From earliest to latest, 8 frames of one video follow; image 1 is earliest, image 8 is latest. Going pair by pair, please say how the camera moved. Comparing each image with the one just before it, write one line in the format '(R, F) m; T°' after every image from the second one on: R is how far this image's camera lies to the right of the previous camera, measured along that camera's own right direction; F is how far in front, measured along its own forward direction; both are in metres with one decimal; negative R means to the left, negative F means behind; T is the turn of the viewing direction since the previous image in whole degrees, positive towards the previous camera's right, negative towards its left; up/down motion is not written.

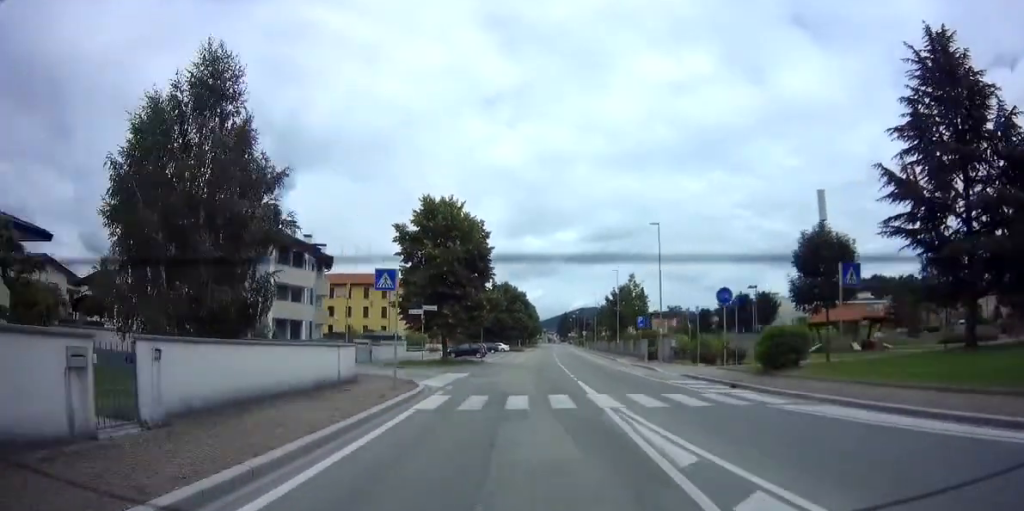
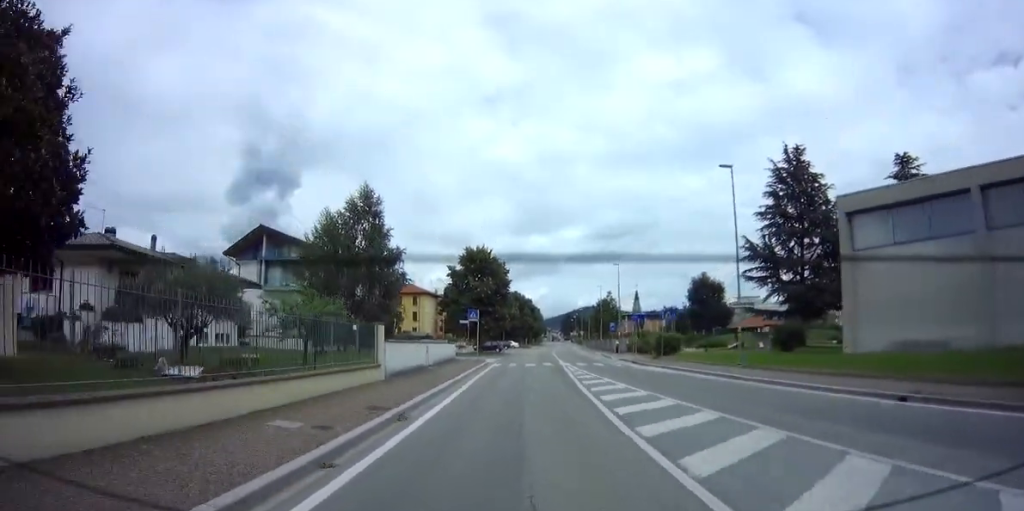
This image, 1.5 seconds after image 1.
(0.0, +20.1) m; 0°
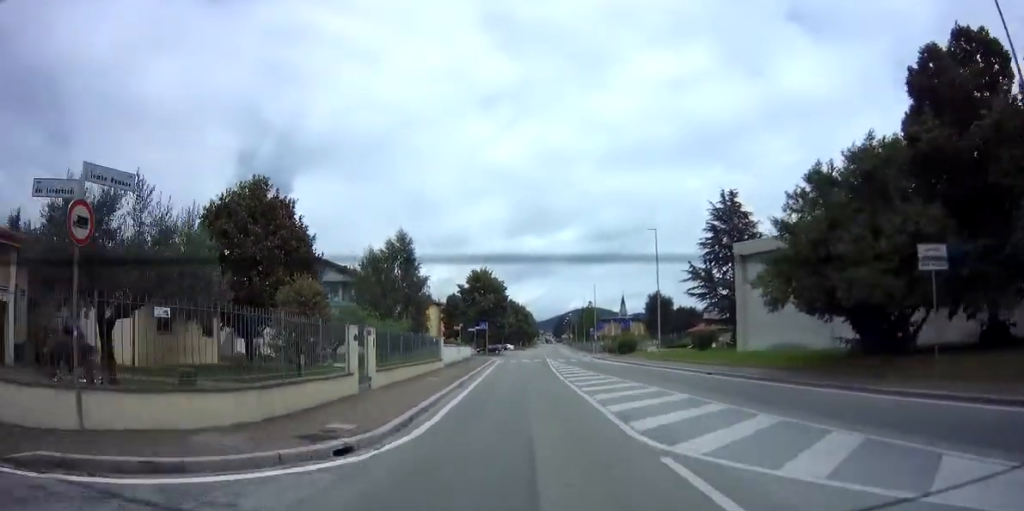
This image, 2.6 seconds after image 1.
(0.0, +14.3) m; +1°
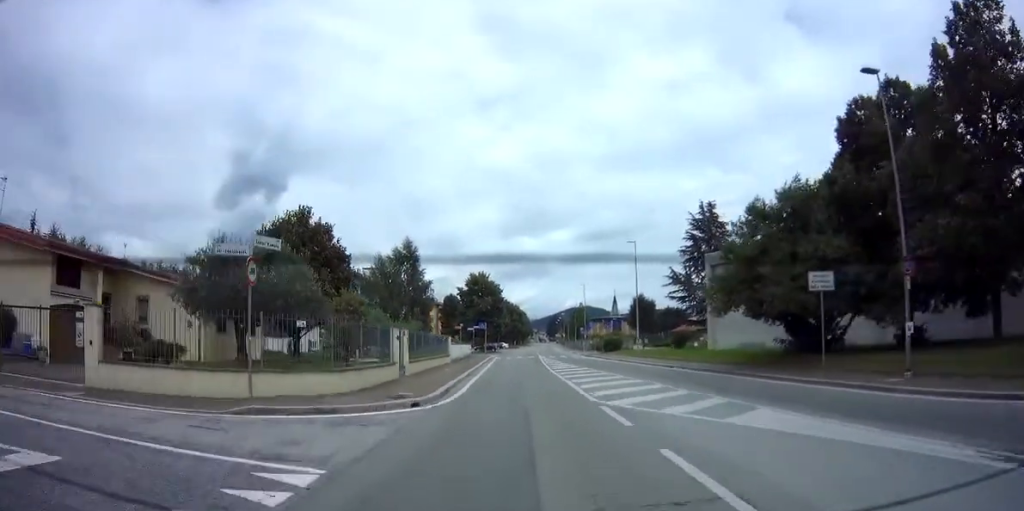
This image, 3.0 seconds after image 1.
(-0.1, +5.4) m; +1°
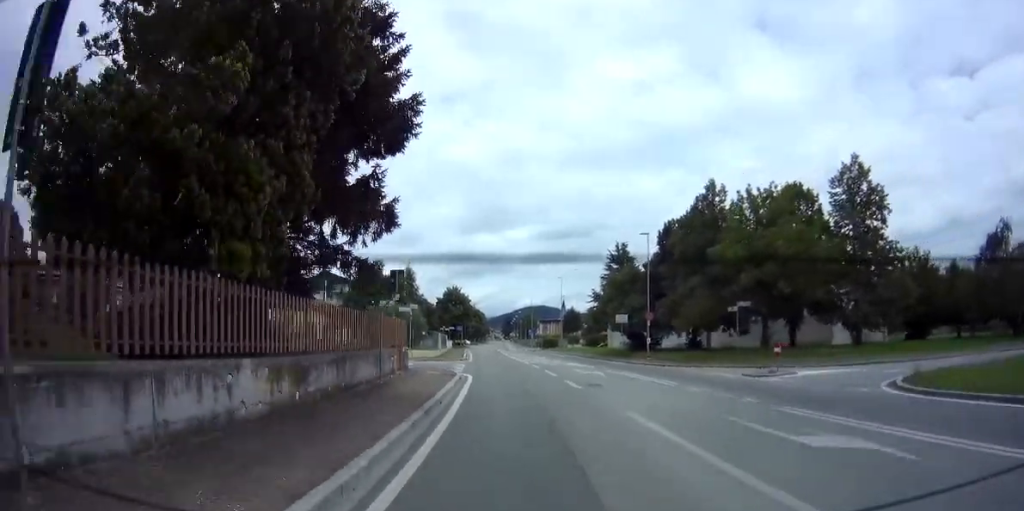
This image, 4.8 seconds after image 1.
(+1.0, +25.1) m; +5°
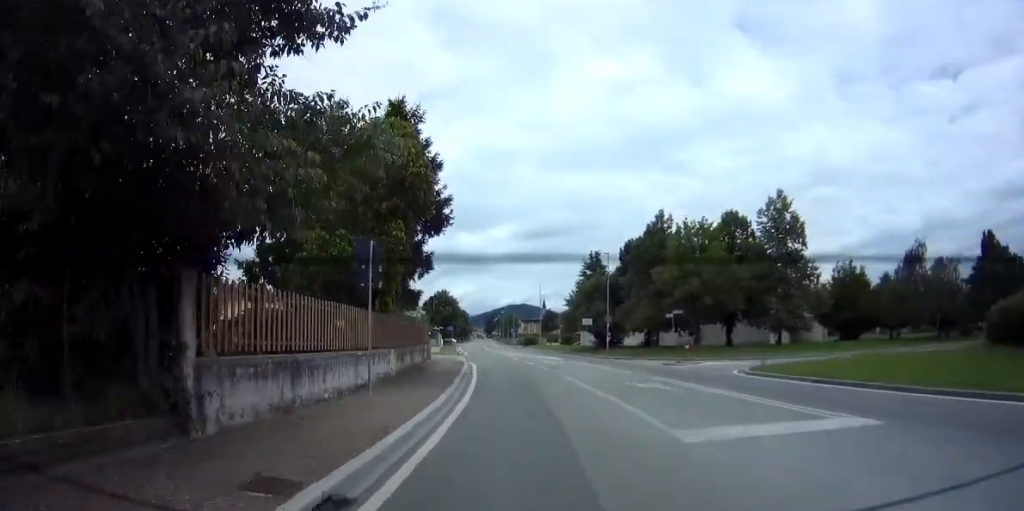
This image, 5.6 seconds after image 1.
(+0.2, +10.5) m; +2°
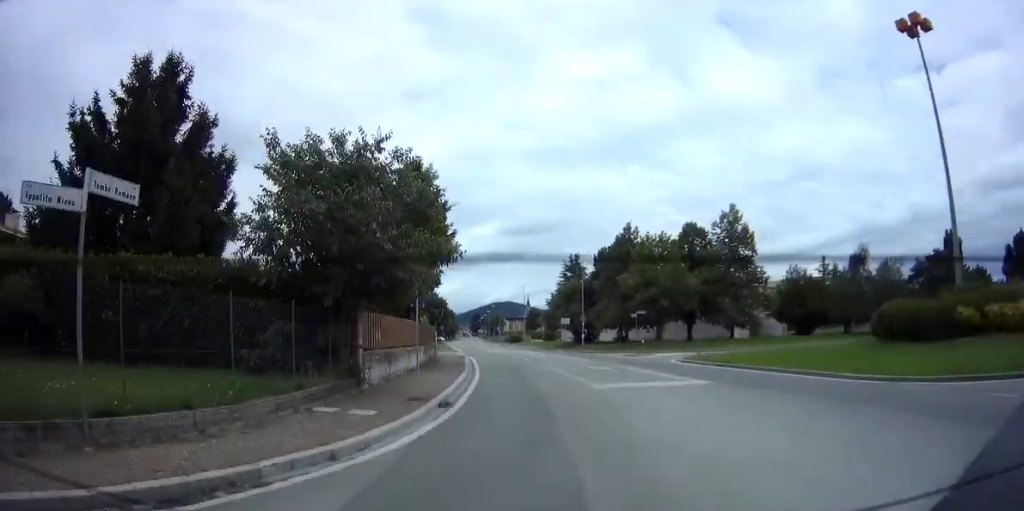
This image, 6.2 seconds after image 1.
(+0.2, +7.8) m; +1°
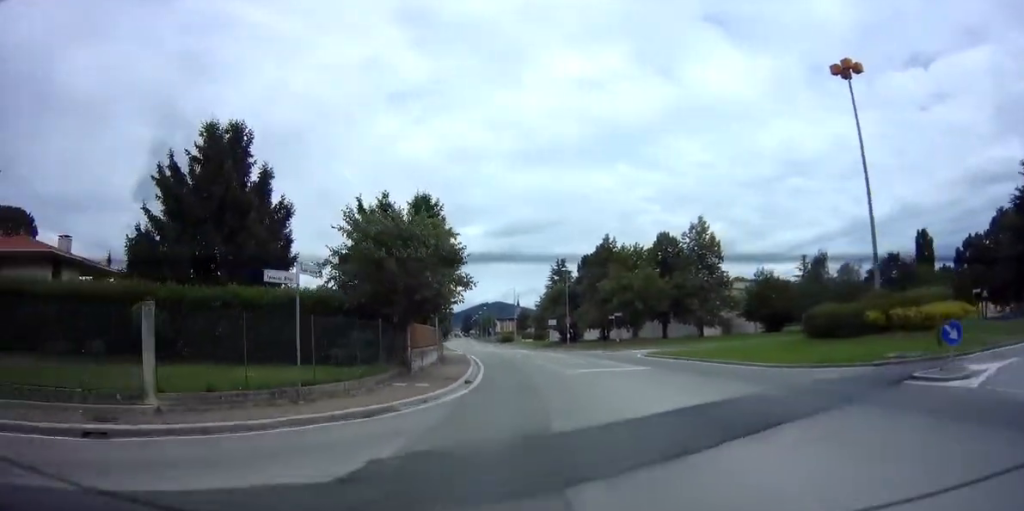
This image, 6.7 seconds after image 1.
(0.0, +6.9) m; 0°
